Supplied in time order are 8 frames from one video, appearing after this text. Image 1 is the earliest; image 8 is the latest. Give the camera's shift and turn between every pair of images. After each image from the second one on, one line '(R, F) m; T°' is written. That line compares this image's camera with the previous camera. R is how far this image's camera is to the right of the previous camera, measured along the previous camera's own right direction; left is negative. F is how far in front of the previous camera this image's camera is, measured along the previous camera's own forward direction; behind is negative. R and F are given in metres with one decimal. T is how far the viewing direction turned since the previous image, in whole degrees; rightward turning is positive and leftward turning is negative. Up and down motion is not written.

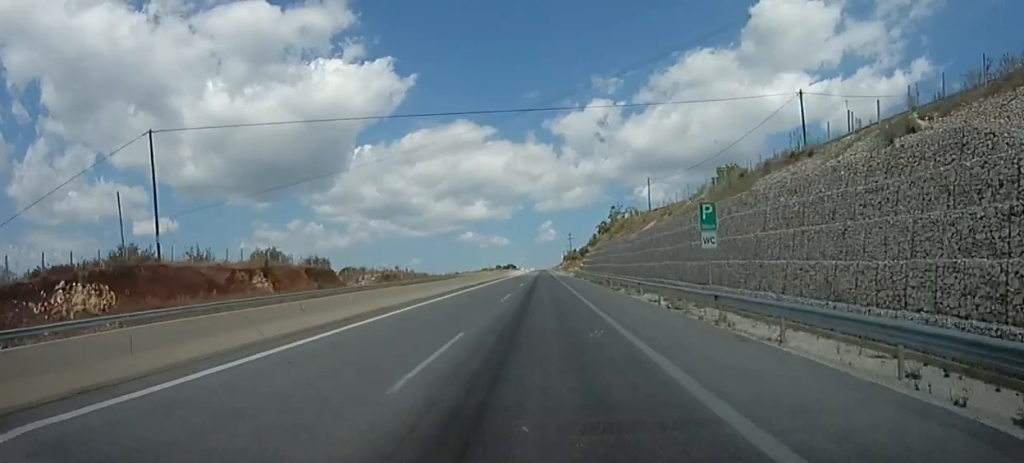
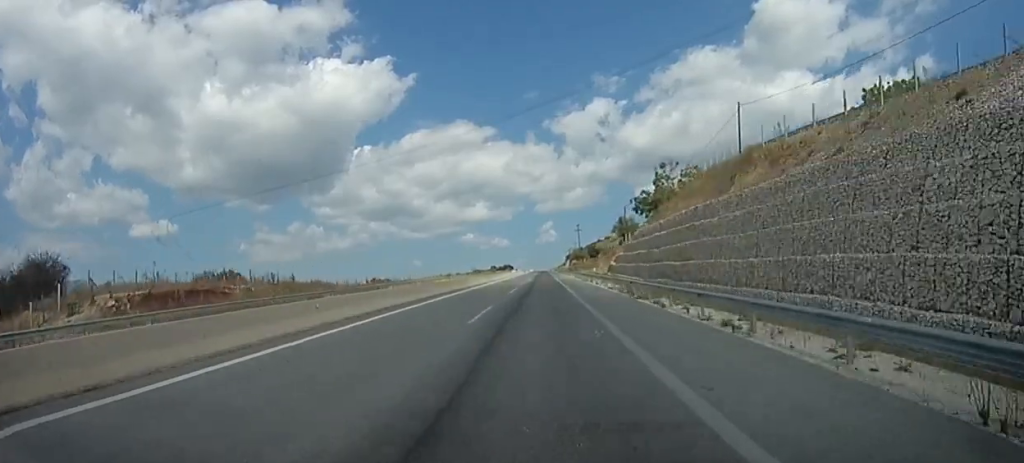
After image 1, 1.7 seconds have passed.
(-0.3, +46.9) m; 0°
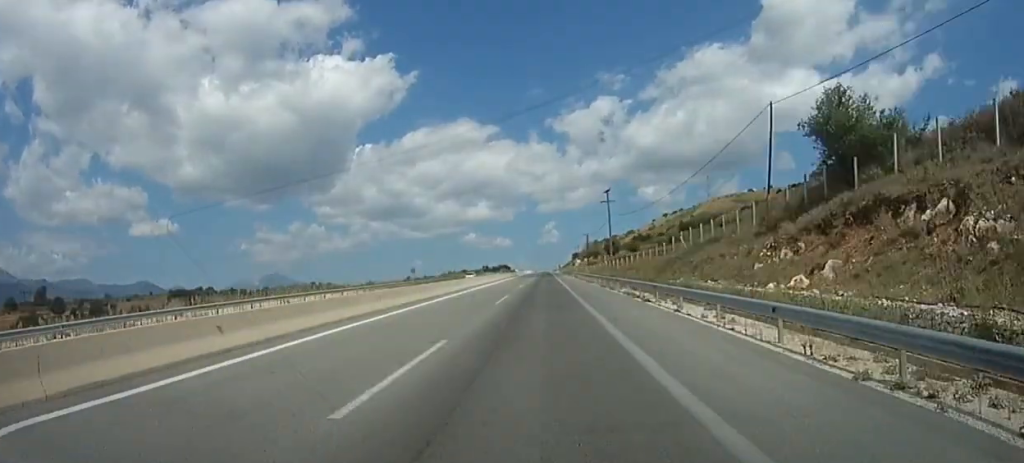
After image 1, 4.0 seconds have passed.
(+0.2, +69.1) m; -1°
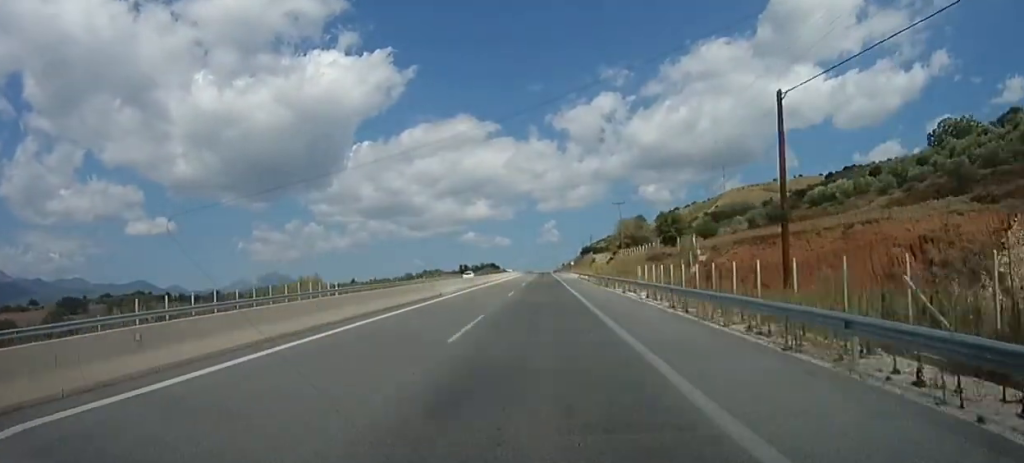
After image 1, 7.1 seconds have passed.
(-1.1, +102.0) m; -1°
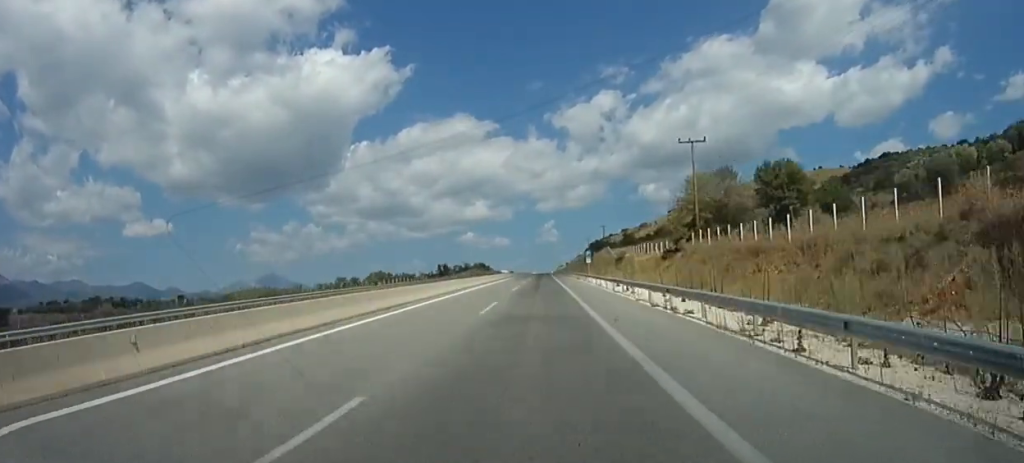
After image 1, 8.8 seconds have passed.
(0.0, +66.3) m; 0°
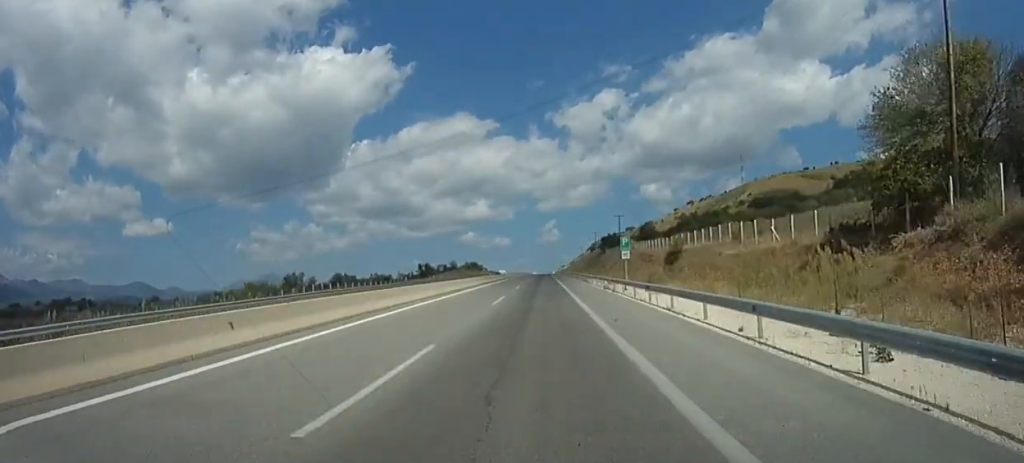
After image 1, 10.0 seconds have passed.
(+0.3, +28.4) m; +1°
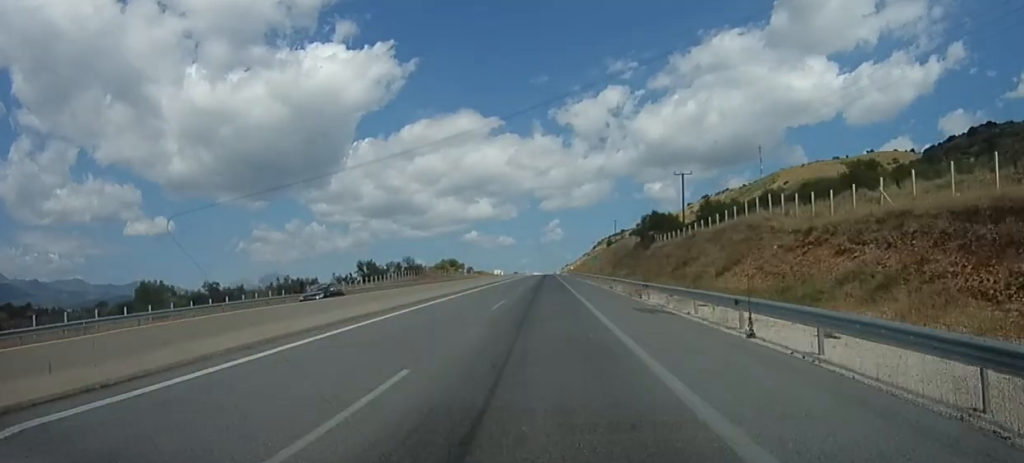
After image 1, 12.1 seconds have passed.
(+0.5, +44.9) m; 0°
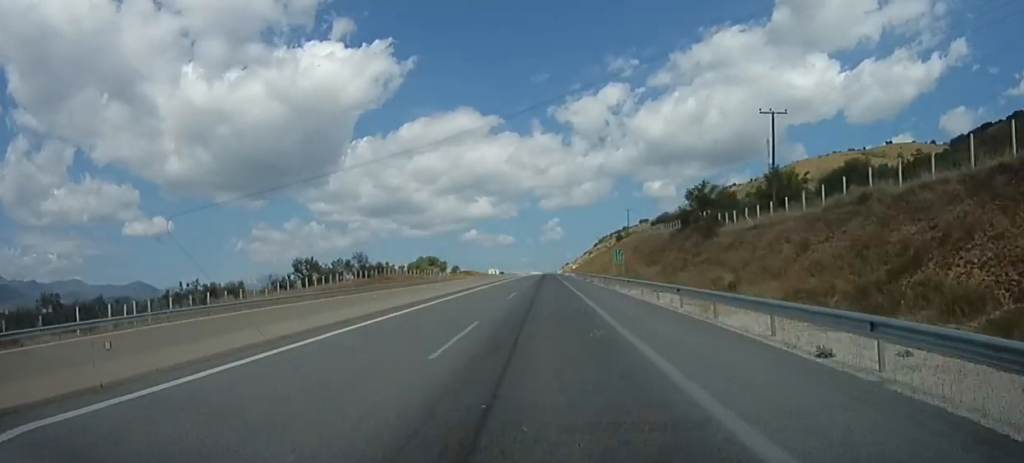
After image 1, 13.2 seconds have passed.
(+0.1, +25.3) m; 0°
